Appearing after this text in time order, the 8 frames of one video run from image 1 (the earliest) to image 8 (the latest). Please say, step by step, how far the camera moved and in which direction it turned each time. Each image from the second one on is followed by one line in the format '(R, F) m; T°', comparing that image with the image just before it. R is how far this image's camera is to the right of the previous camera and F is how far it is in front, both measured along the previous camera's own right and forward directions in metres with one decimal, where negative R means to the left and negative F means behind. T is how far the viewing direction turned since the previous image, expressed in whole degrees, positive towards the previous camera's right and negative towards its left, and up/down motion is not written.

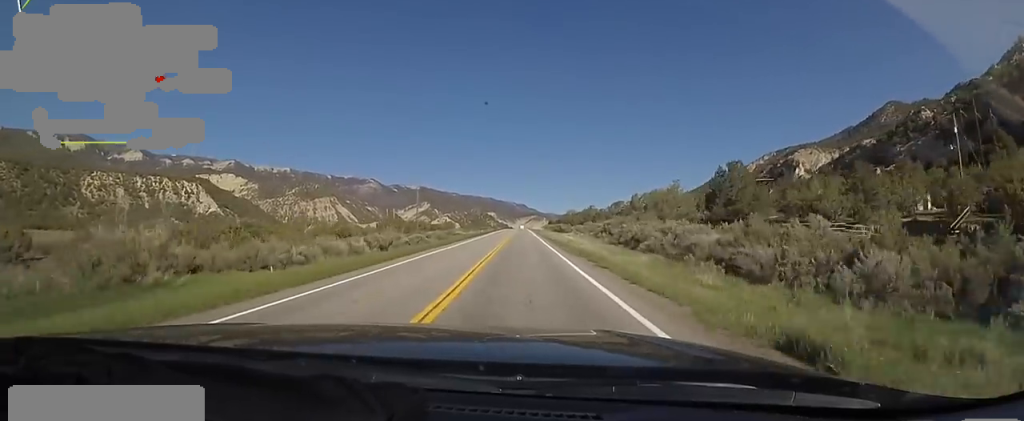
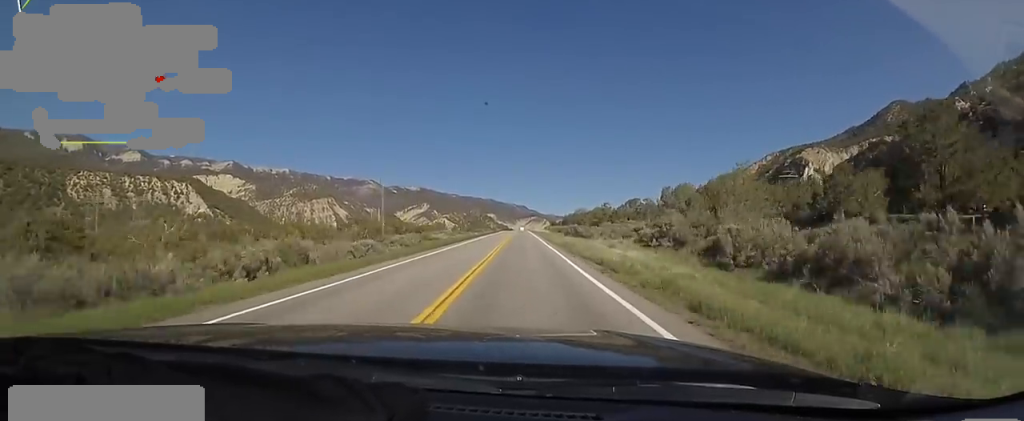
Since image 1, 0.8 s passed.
(+0.2, +22.9) m; 0°
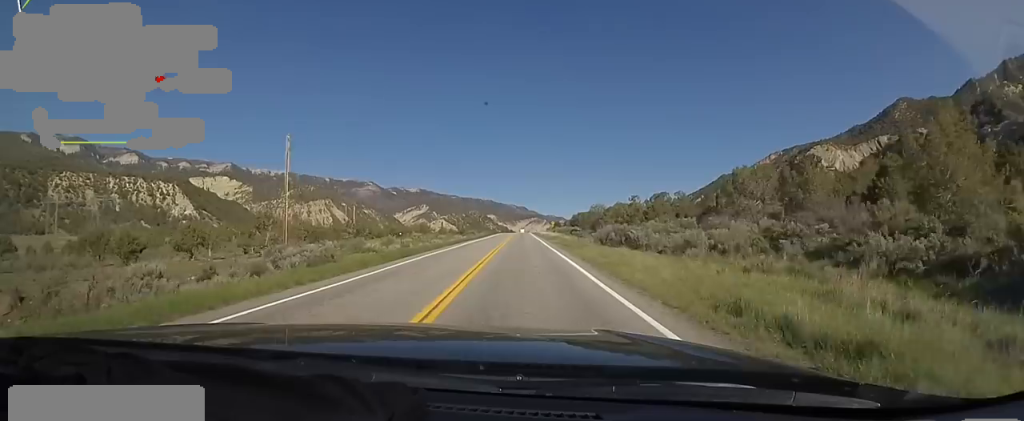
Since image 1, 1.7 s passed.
(+0.1, +28.8) m; +1°
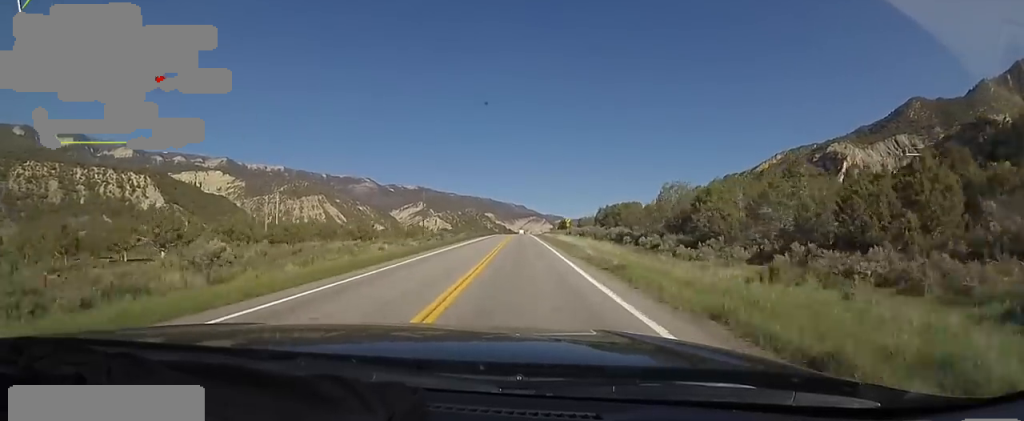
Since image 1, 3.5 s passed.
(+1.9, +52.7) m; +1°
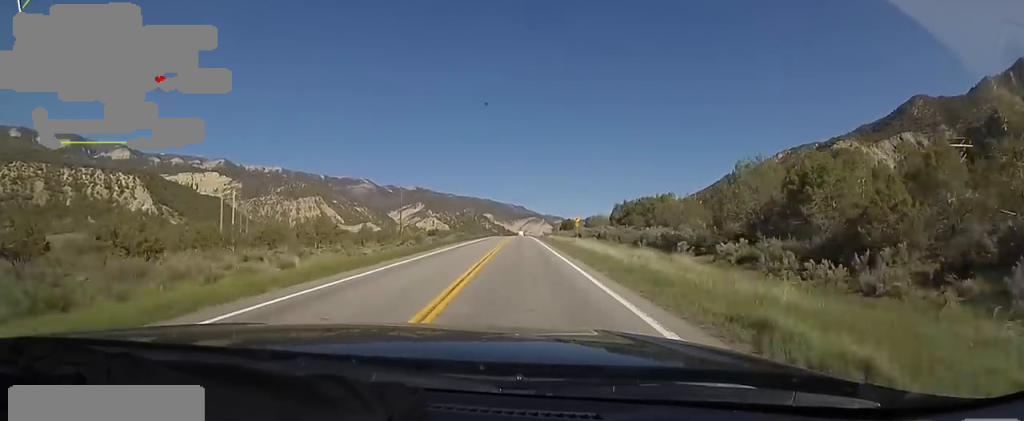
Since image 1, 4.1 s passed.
(-1.0, +18.0) m; -1°
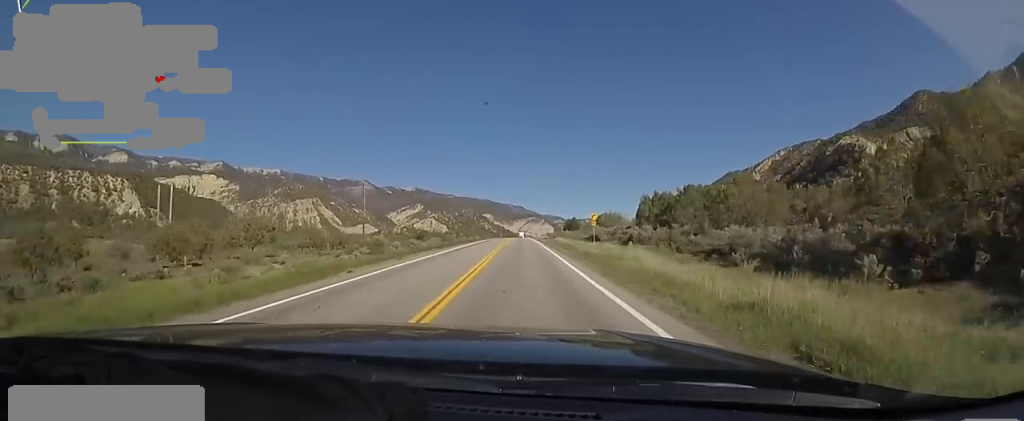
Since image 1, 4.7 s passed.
(-0.1, +19.1) m; 0°
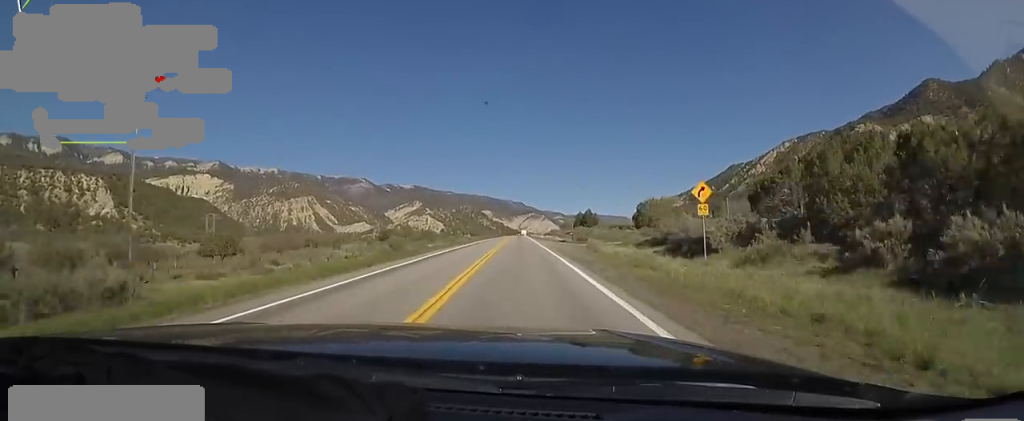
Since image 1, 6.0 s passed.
(+1.0, +39.4) m; +1°
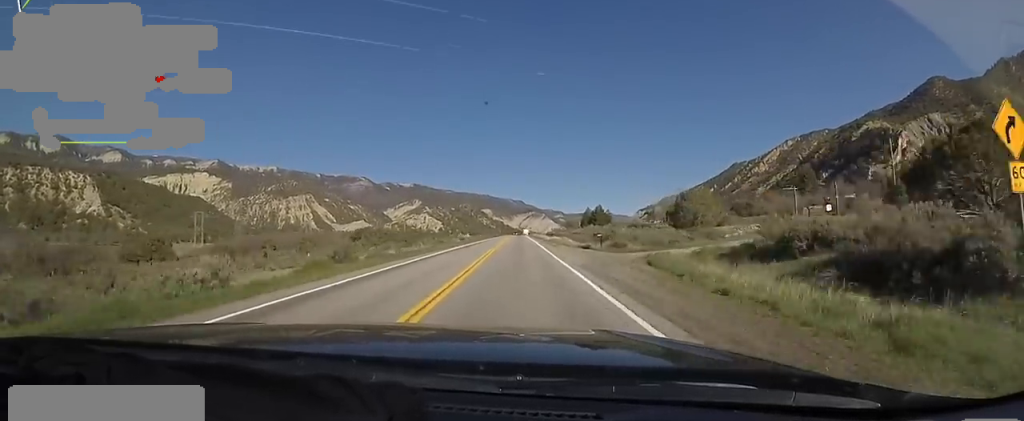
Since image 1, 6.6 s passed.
(-0.1, +18.3) m; -1°
